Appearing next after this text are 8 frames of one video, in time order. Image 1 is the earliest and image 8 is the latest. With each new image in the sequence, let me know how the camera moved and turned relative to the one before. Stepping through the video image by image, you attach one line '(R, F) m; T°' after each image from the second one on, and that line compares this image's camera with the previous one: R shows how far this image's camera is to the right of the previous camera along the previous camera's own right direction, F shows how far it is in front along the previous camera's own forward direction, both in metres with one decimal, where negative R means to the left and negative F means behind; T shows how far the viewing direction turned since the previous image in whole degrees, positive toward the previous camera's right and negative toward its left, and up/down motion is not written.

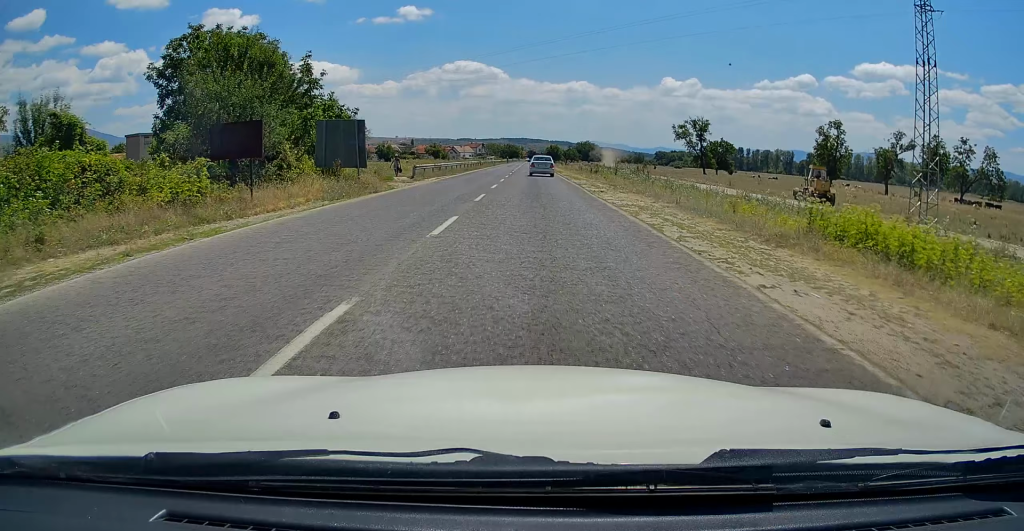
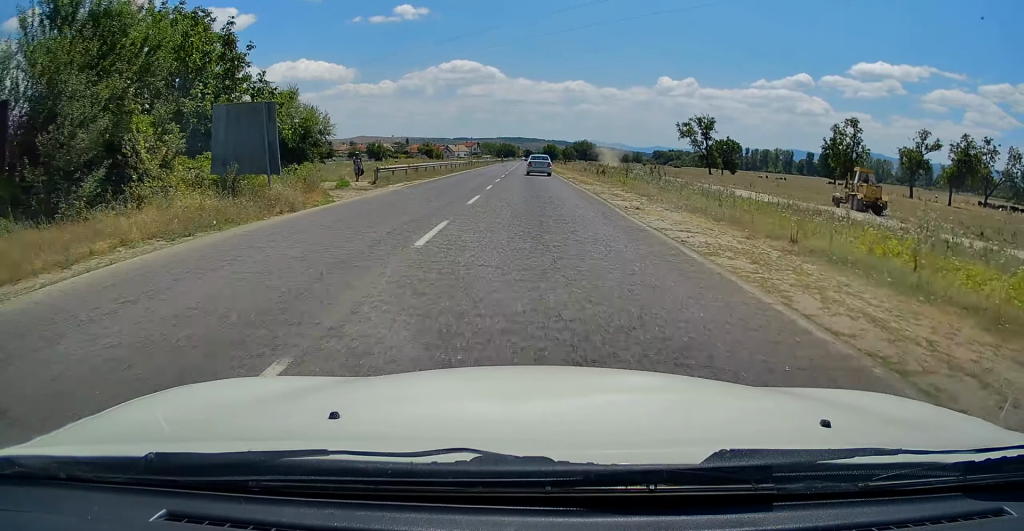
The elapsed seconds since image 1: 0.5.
(+0.1, +9.2) m; 0°
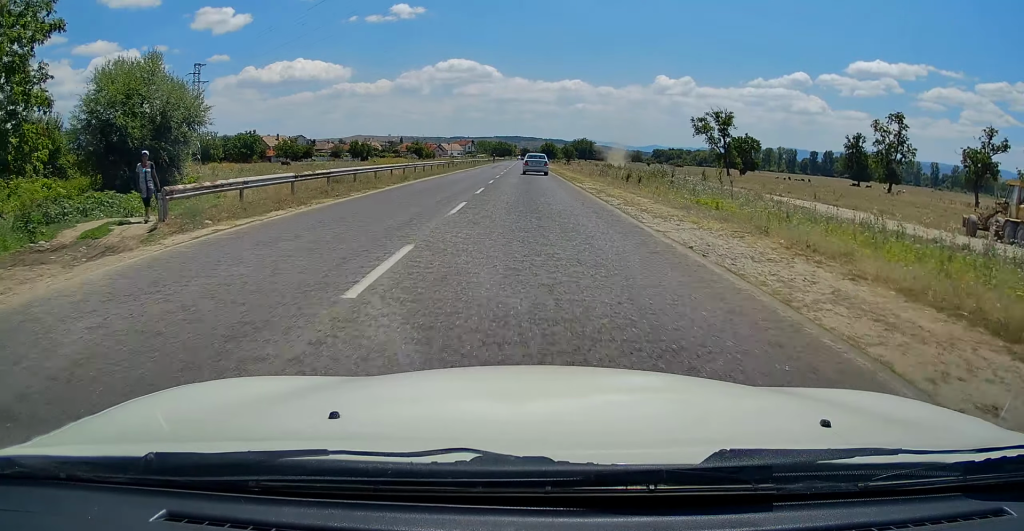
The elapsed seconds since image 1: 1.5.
(-0.1, +18.5) m; 0°
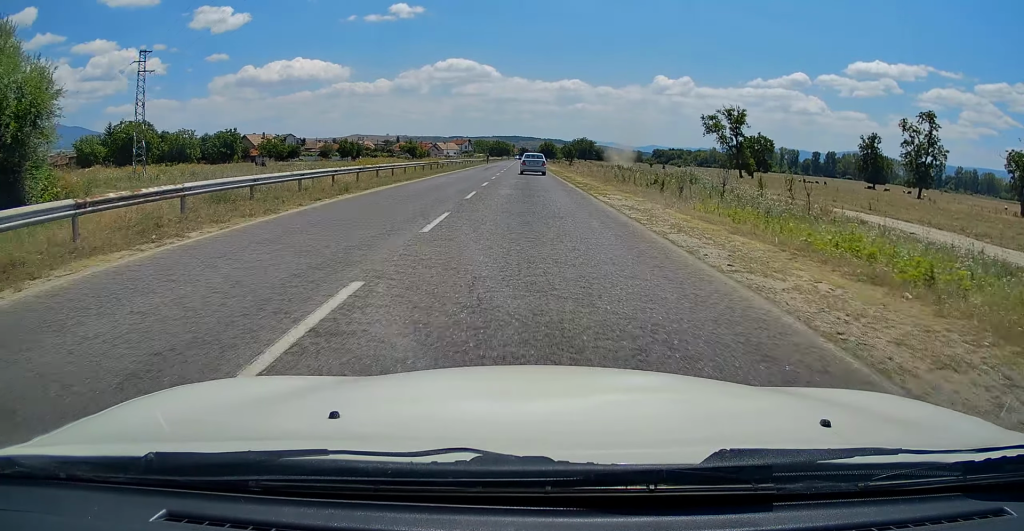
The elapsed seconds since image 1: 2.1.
(0.0, +10.8) m; 0°
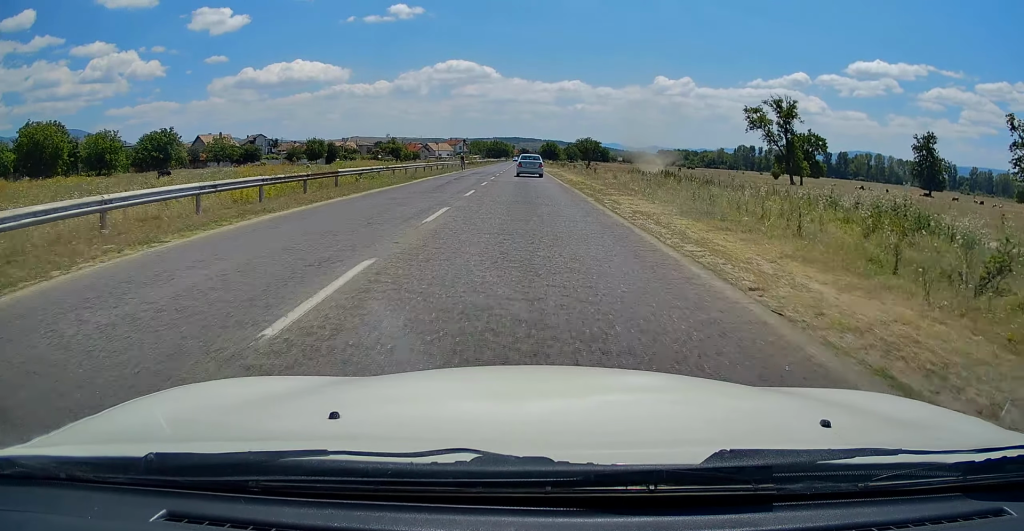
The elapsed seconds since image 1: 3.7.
(+0.1, +29.6) m; +1°
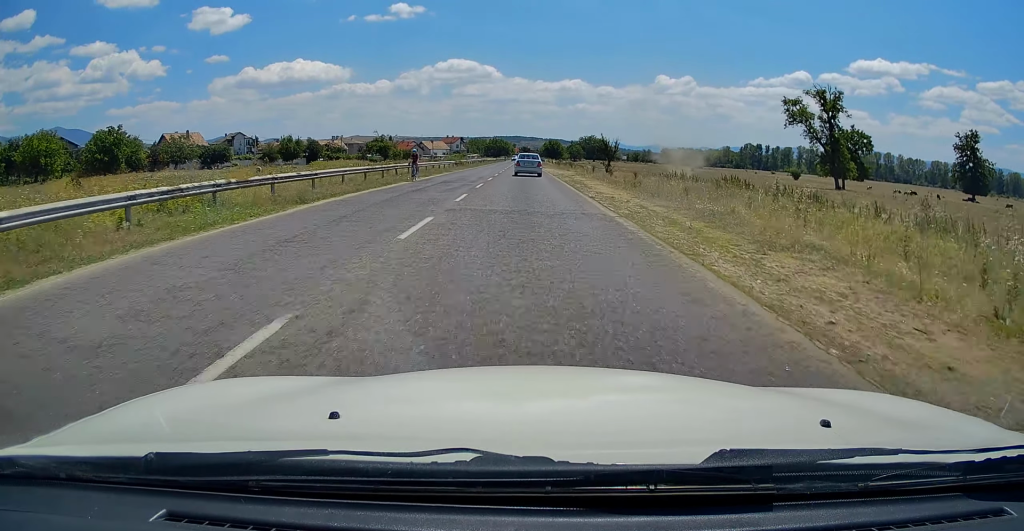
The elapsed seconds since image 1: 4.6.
(+0.4, +17.8) m; -1°
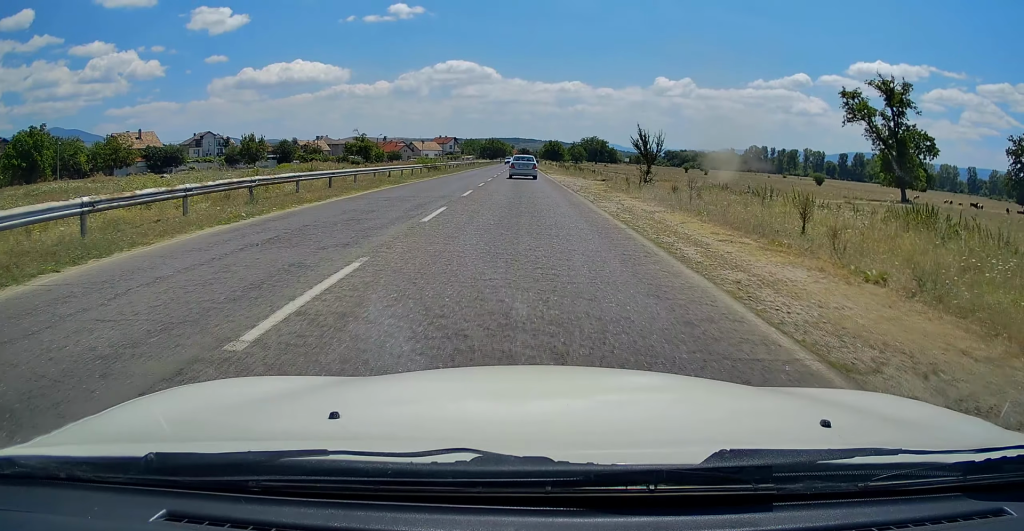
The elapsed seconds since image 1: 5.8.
(-0.7, +20.7) m; -1°
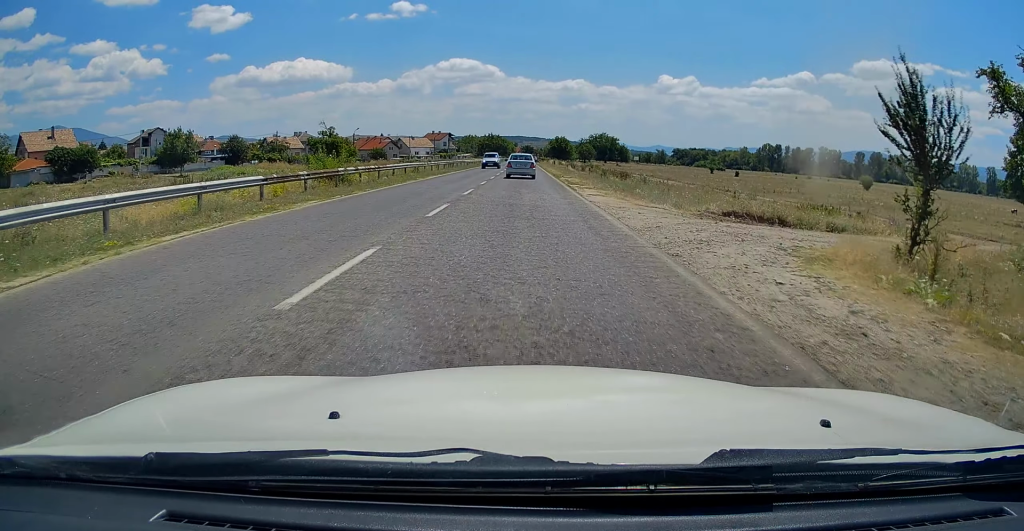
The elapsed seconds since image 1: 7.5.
(+0.3, +30.2) m; +1°
